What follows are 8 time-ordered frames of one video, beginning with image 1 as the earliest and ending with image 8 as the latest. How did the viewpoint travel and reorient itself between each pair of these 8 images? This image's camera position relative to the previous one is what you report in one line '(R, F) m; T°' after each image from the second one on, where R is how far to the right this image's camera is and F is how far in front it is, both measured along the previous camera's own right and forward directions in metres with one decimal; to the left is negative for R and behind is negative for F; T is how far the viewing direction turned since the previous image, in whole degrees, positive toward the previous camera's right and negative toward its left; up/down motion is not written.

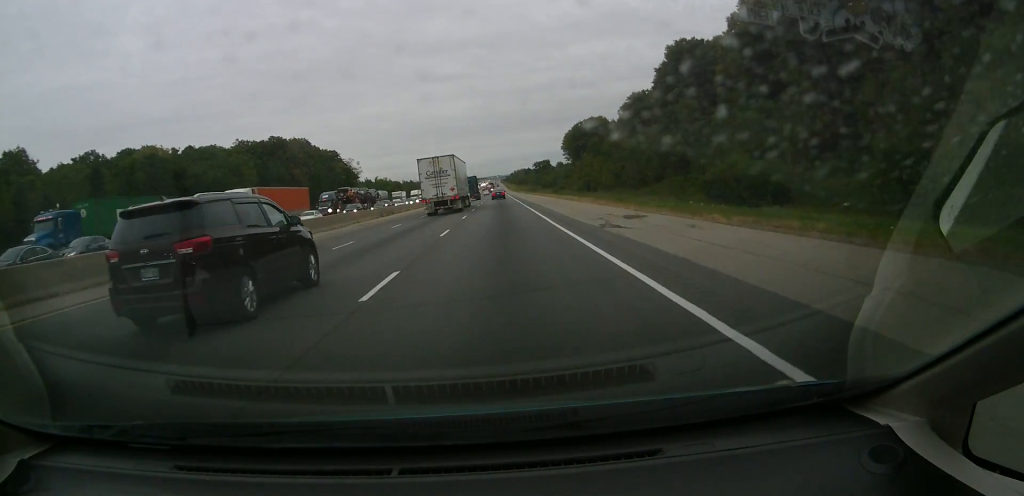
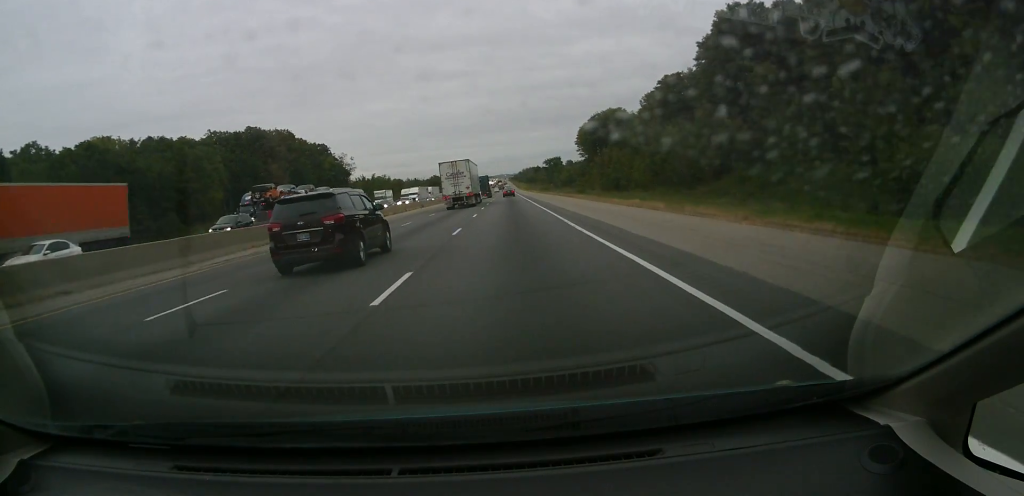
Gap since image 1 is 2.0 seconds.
(+0.6, +23.2) m; +1°
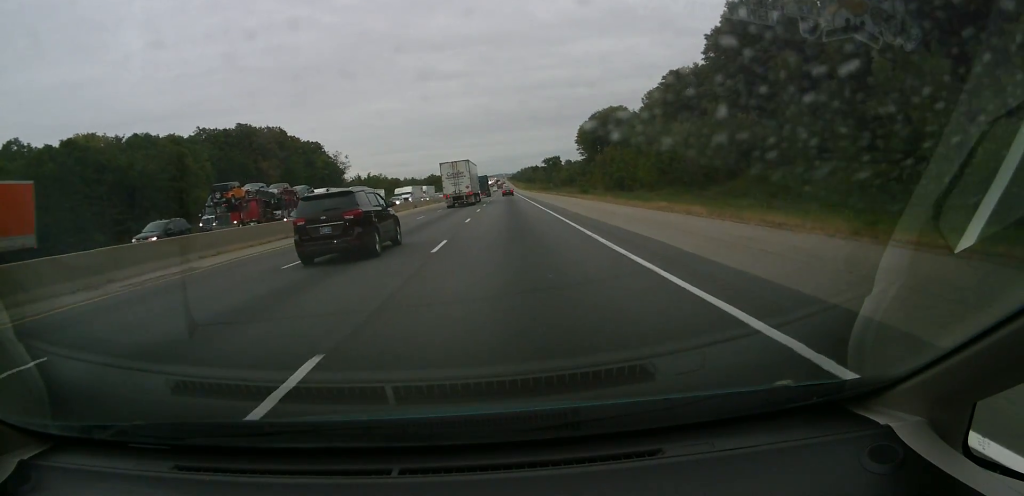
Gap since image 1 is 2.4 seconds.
(0.0, +5.6) m; 0°
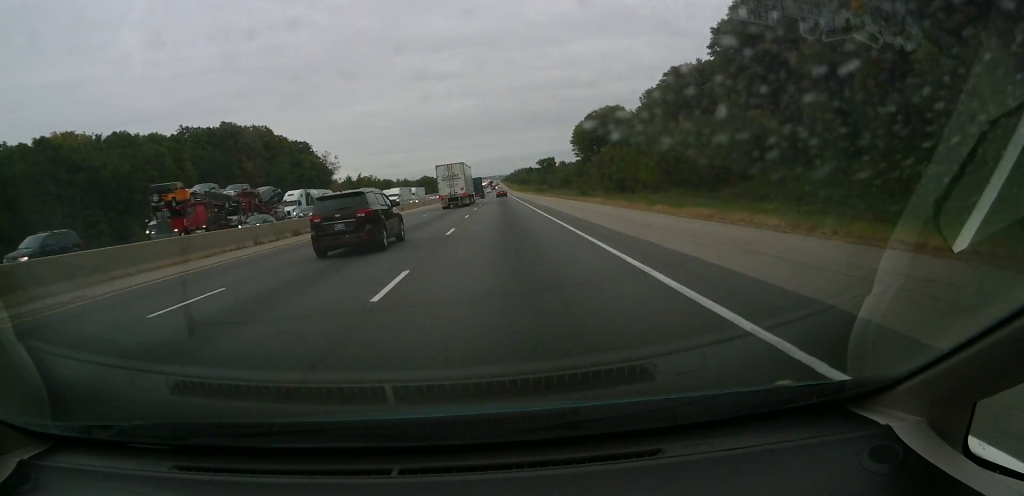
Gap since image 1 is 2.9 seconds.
(0.0, +6.2) m; 0°
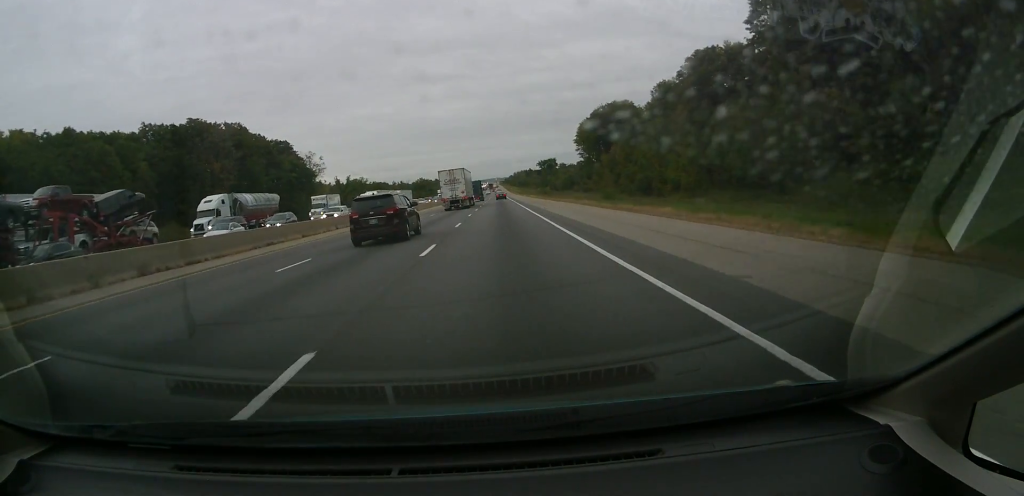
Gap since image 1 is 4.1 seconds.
(+0.1, +16.9) m; +1°
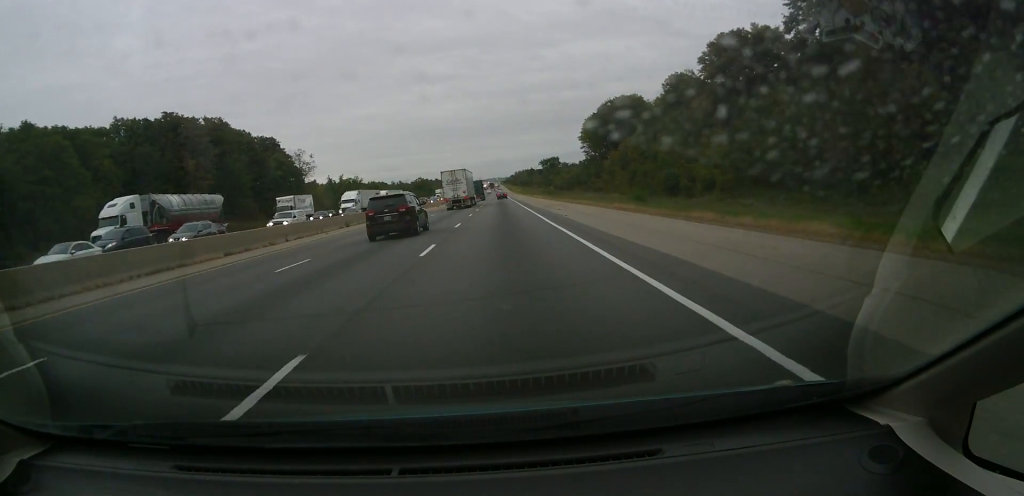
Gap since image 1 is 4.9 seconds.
(0.0, +11.1) m; -1°
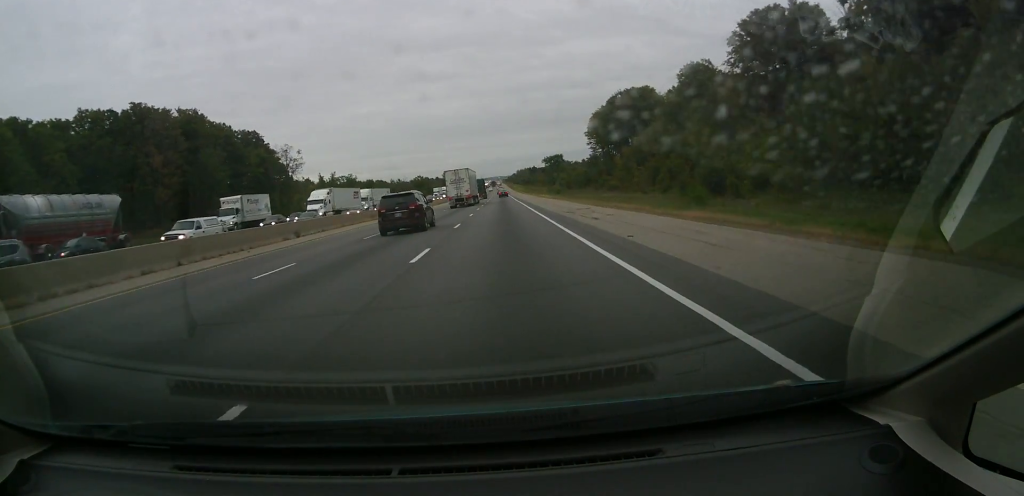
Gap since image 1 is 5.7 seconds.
(-0.1, +12.5) m; 0°
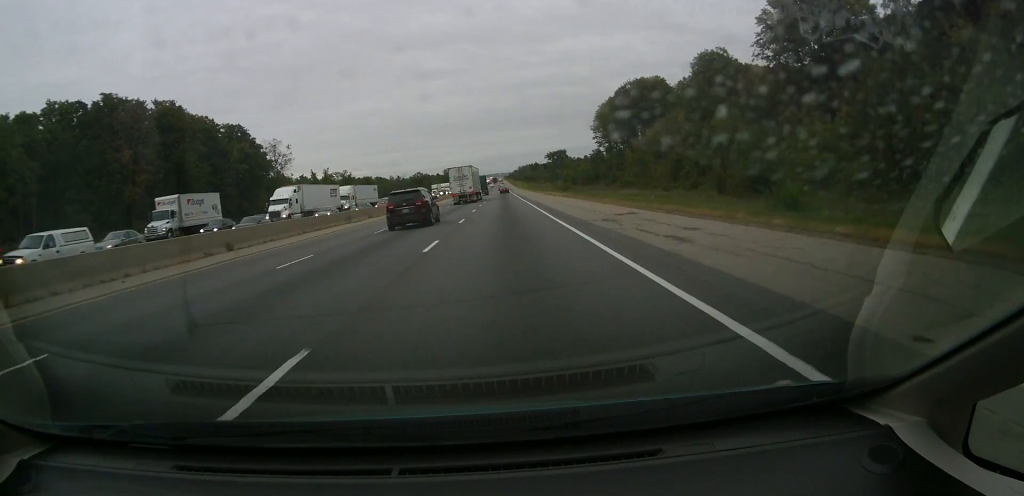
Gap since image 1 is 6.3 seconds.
(-0.2, +9.8) m; +1°
